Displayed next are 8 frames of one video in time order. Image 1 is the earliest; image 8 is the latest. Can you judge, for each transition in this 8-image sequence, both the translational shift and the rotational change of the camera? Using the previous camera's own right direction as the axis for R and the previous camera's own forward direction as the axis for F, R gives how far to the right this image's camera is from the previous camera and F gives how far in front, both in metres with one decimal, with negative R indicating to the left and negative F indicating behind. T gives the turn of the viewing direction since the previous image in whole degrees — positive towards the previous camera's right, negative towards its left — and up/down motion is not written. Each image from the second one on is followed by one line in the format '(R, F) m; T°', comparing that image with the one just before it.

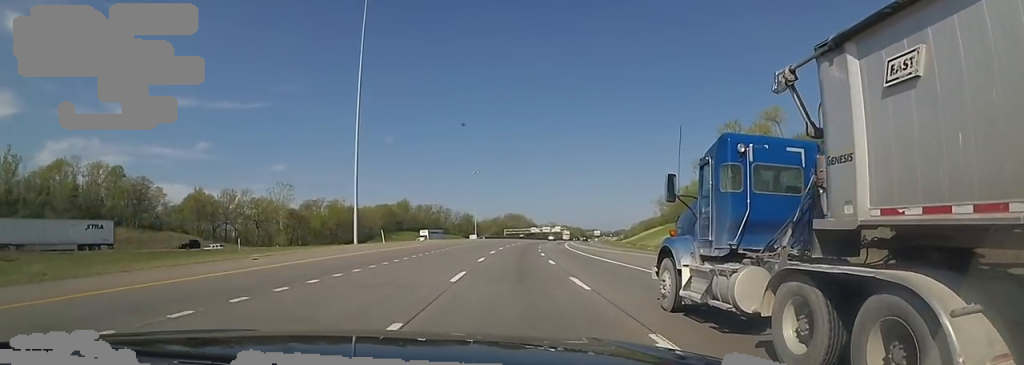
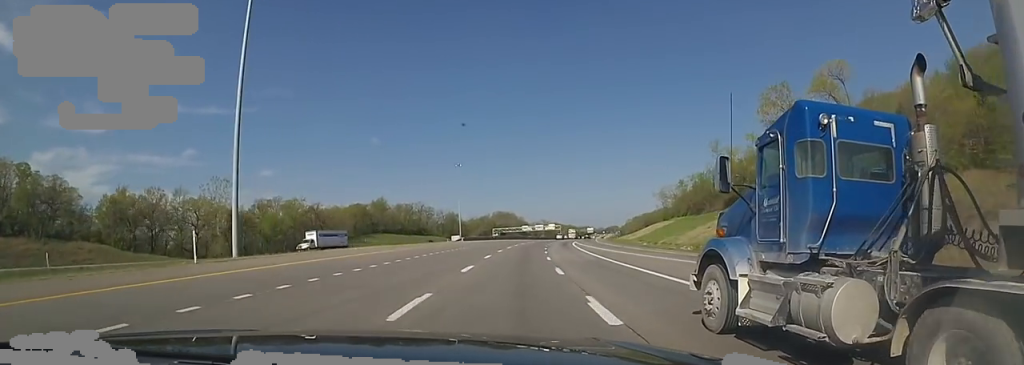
(+0.4, +25.7) m; +1°
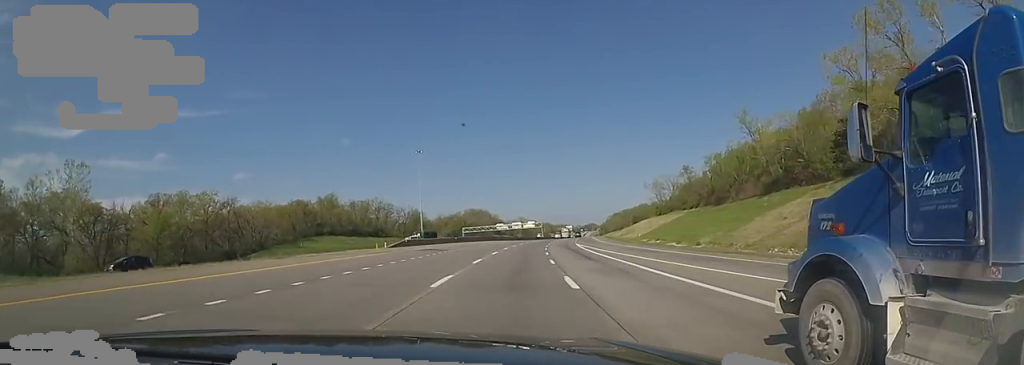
(+0.1, +34.5) m; +2°
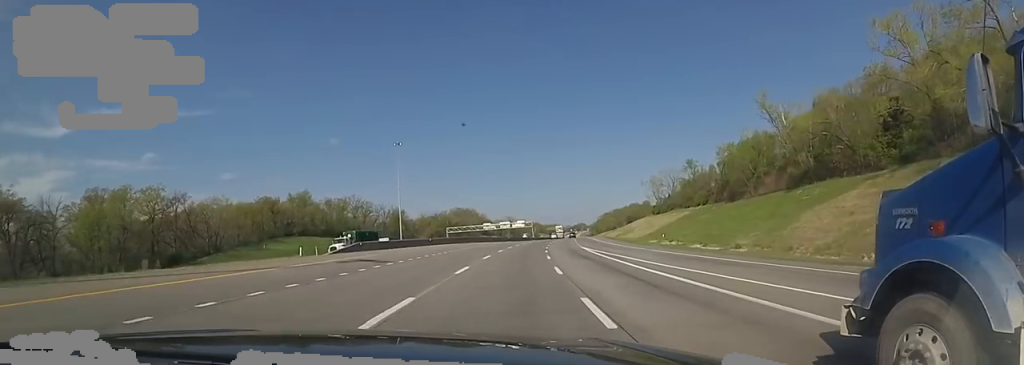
(-0.2, +15.1) m; +1°
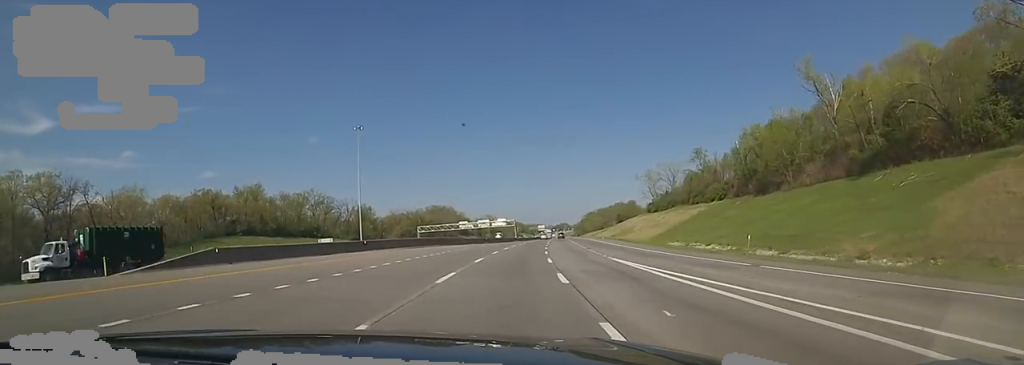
(+0.9, +22.6) m; +2°
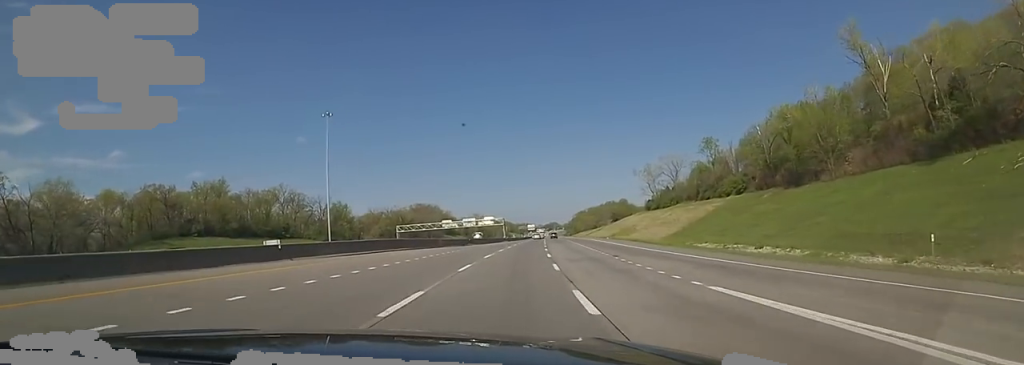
(+0.2, +15.0) m; +1°
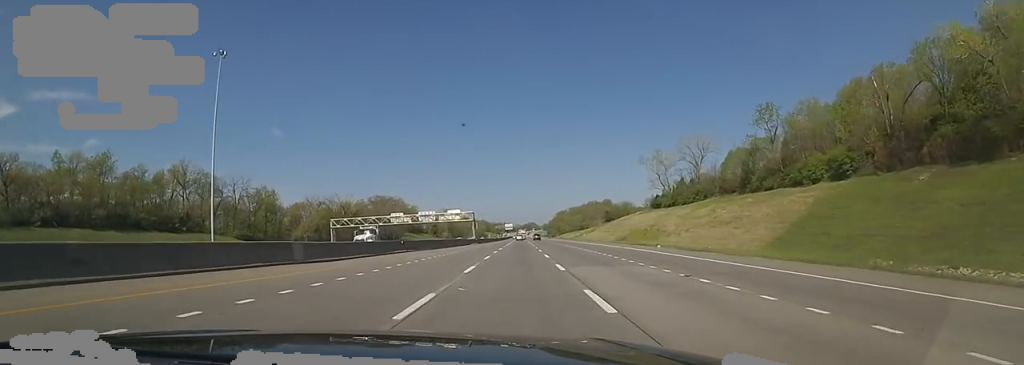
(+1.0, +38.9) m; +3°
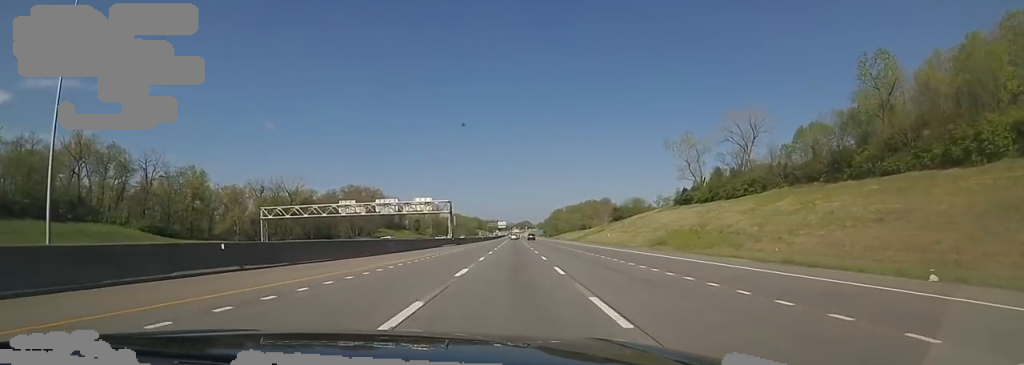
(+0.9, +30.6) m; +2°
